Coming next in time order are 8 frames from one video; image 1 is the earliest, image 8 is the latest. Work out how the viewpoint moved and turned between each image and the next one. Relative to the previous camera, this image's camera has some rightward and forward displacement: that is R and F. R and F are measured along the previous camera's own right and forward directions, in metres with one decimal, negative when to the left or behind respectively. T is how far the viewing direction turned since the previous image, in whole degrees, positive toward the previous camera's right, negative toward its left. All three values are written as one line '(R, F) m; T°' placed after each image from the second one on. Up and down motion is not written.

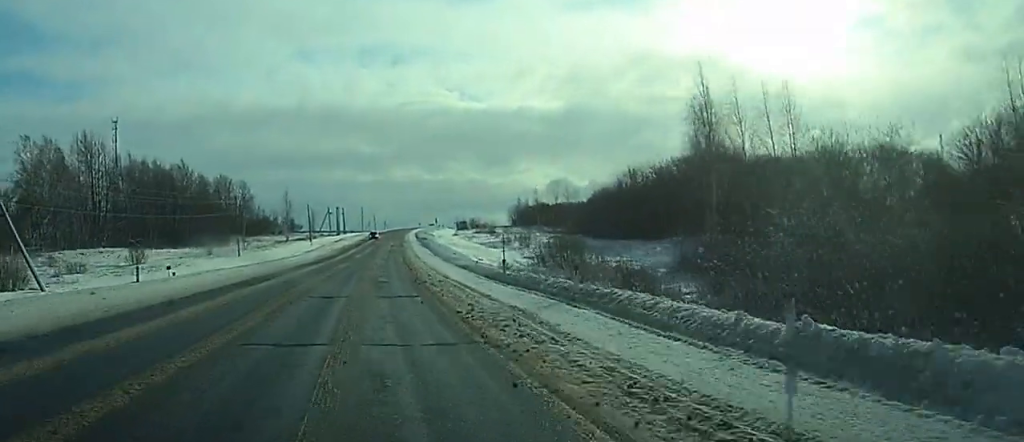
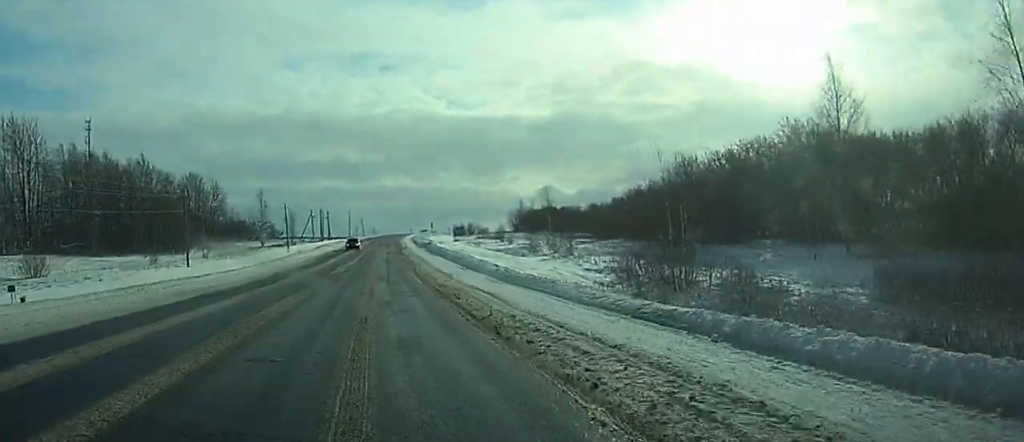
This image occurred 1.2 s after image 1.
(+0.5, +29.6) m; +1°
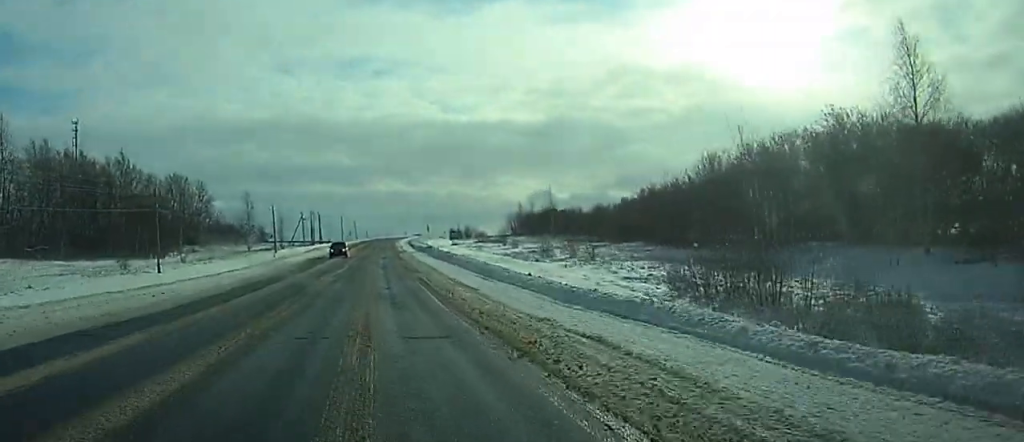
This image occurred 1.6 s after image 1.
(0.0, +11.0) m; 0°
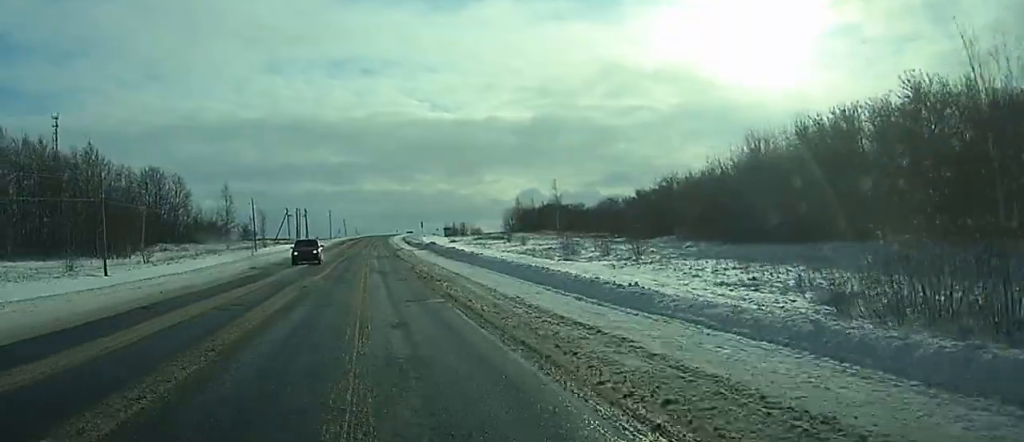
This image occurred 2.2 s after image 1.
(0.0, +15.2) m; 0°
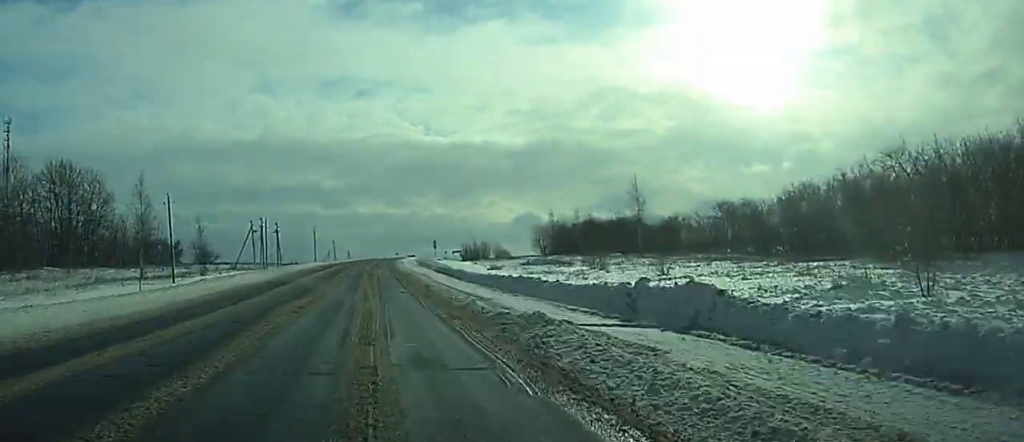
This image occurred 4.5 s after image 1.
(0.0, +59.9) m; 0°
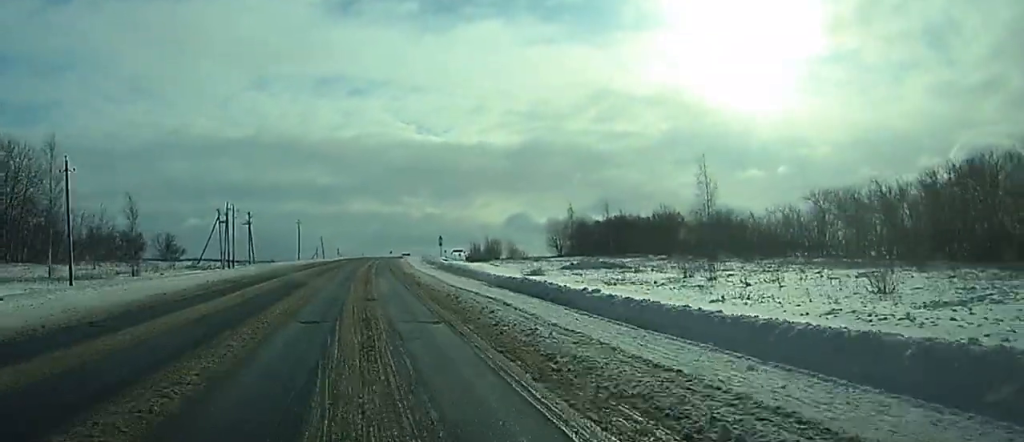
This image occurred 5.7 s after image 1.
(0.0, +29.6) m; +1°
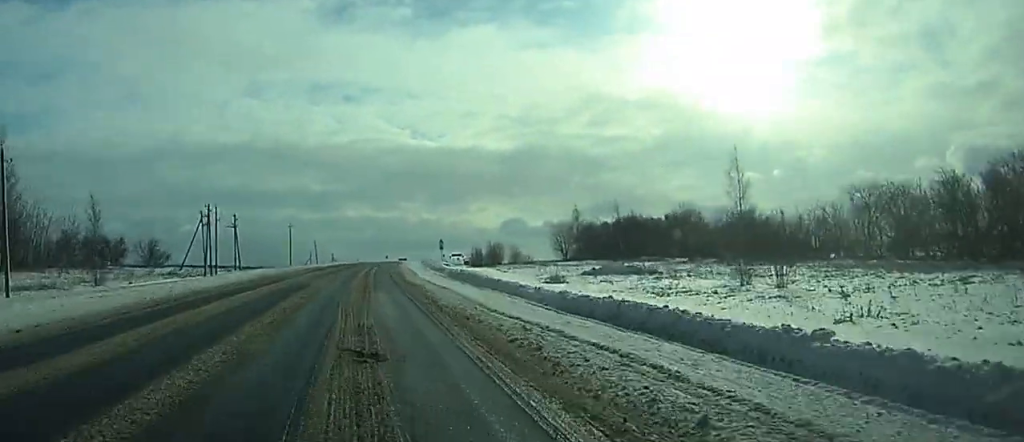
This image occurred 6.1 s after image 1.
(+0.1, +10.6) m; +1°
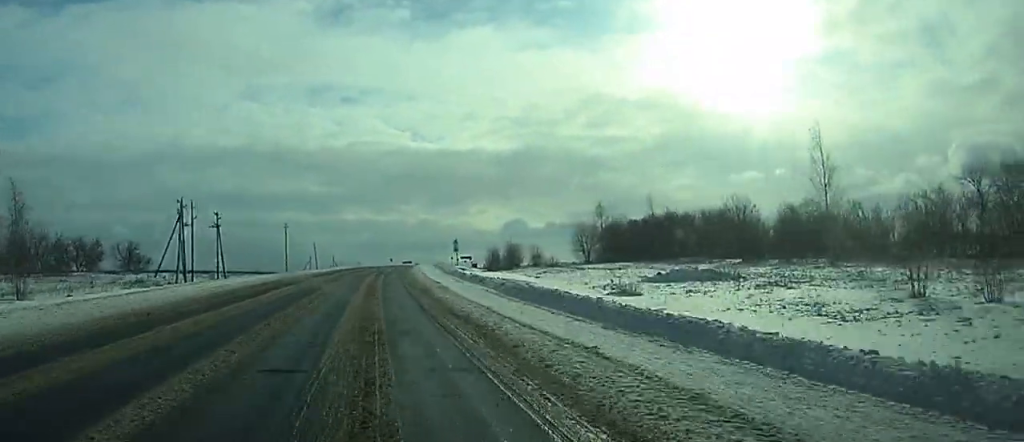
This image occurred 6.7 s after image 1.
(-0.1, +17.7) m; +3°
